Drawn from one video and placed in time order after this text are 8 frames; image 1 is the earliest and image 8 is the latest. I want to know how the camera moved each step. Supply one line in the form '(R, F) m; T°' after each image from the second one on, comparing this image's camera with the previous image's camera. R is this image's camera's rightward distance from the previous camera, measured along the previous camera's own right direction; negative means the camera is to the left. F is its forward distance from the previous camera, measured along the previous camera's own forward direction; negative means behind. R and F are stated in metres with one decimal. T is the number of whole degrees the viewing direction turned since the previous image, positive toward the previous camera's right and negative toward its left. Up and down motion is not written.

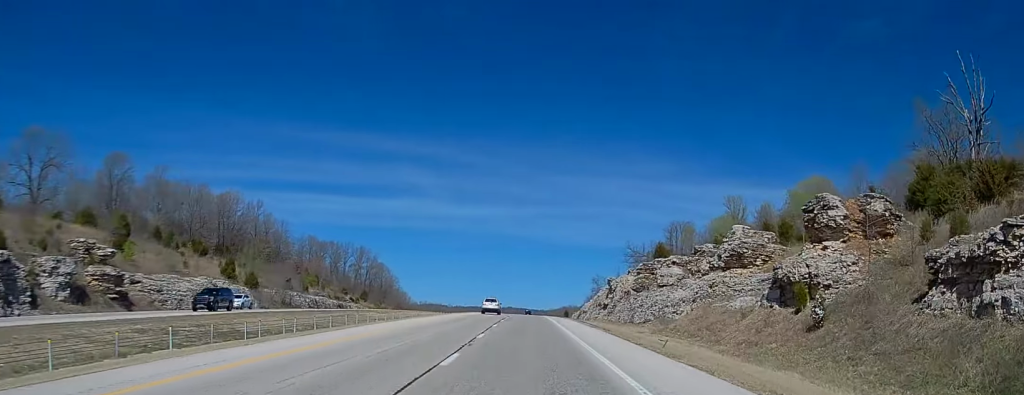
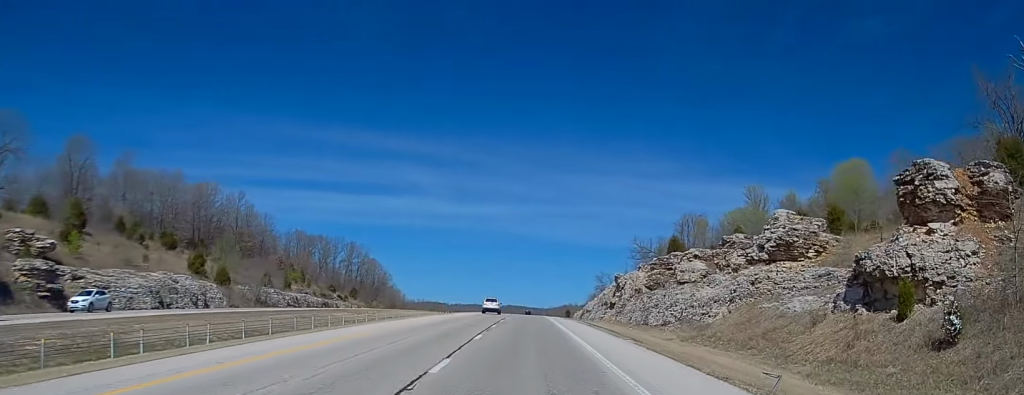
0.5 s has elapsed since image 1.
(0.0, +14.0) m; 0°
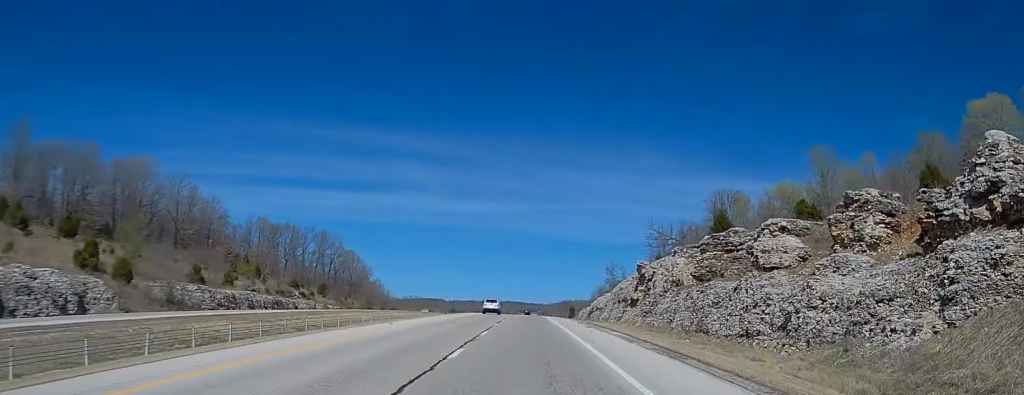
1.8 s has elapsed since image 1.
(0.0, +33.1) m; +1°
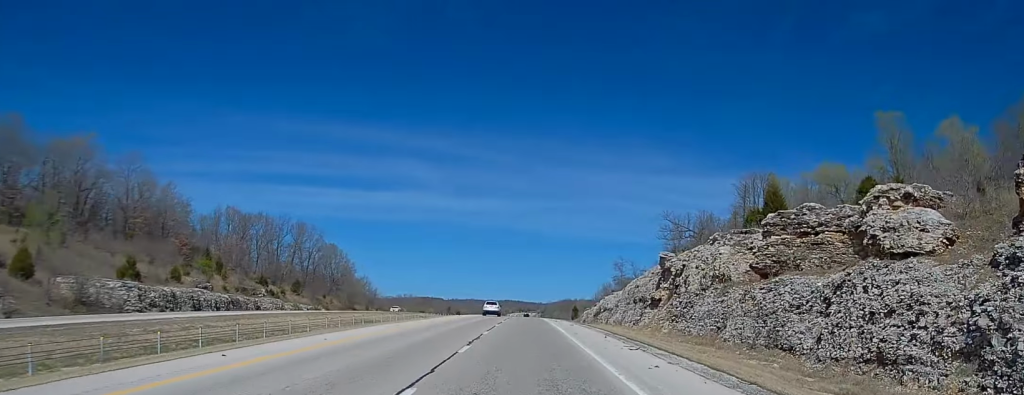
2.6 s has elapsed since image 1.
(+0.3, +21.3) m; +1°
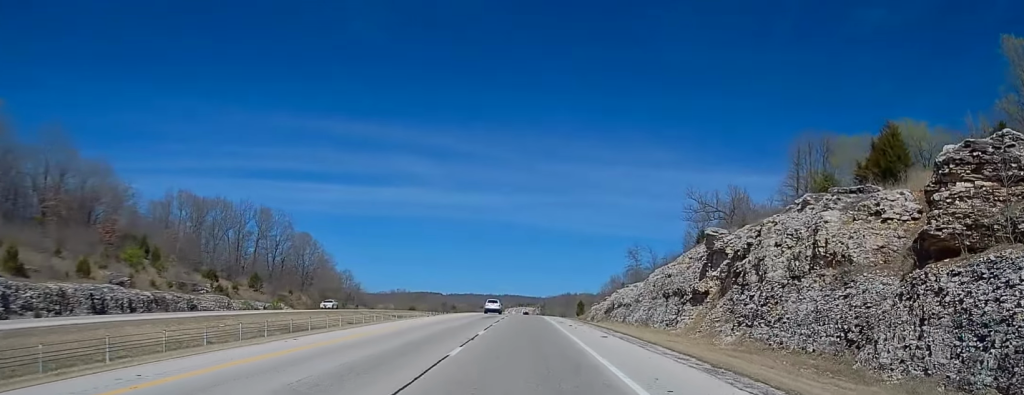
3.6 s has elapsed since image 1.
(0.0, +26.1) m; -1°
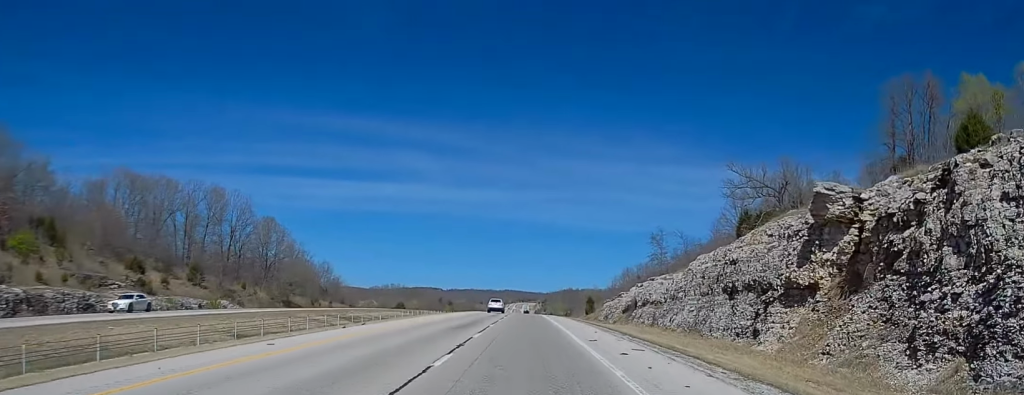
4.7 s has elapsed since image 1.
(-0.4, +27.7) m; -2°
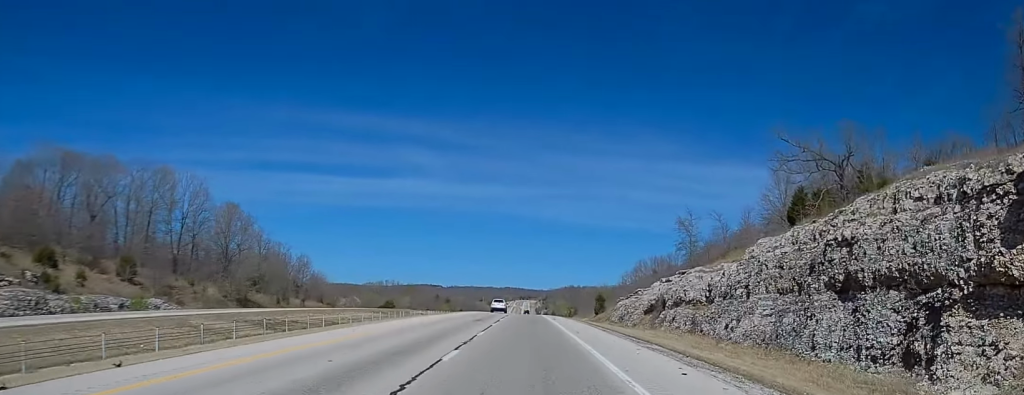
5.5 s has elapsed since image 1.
(-0.4, +22.7) m; 0°
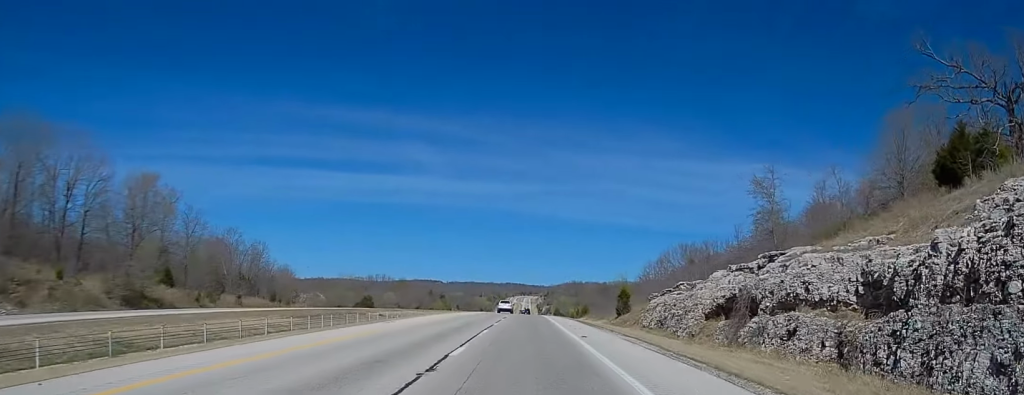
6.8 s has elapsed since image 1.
(+0.6, +35.5) m; +1°
